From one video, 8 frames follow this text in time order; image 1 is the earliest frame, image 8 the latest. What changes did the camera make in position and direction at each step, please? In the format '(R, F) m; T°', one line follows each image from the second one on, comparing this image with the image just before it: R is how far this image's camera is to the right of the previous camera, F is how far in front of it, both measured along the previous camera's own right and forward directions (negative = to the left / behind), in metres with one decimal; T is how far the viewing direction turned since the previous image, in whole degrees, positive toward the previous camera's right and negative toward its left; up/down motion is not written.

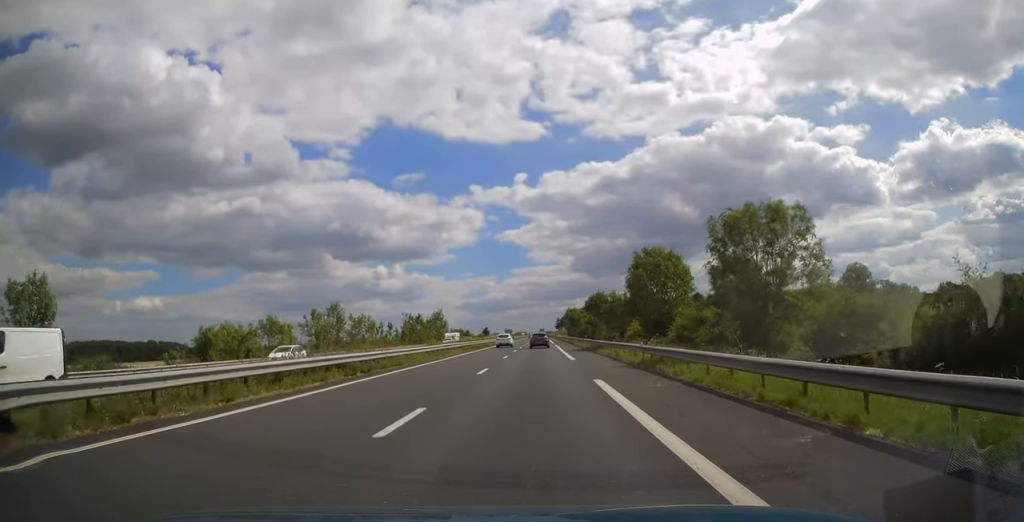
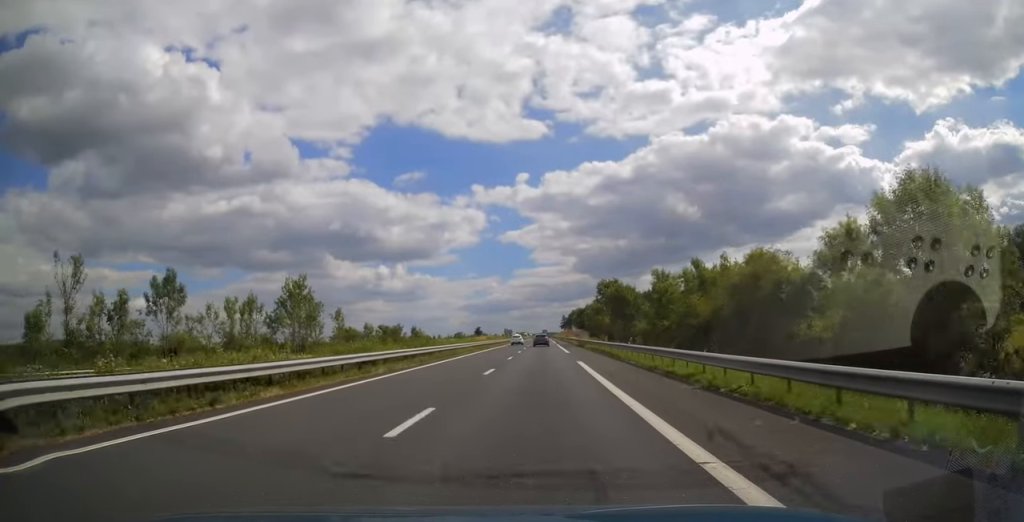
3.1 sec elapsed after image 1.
(-0.3, +91.0) m; 0°
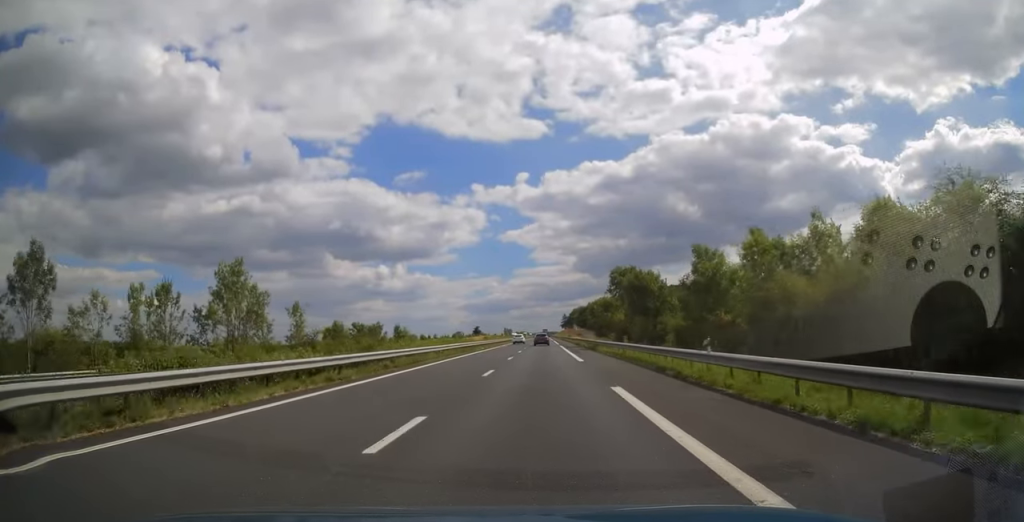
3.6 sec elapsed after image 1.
(0.0, +14.2) m; 0°
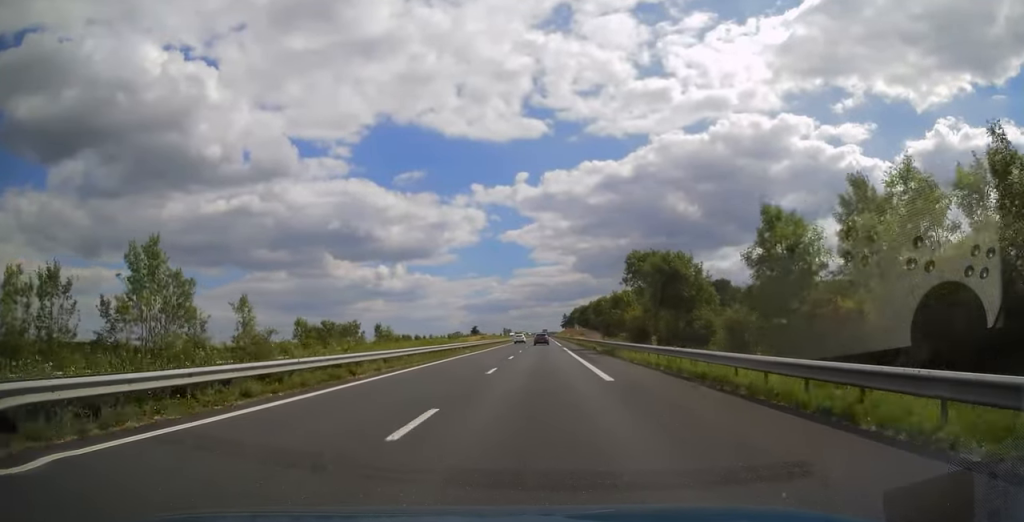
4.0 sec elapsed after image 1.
(0.0, +12.2) m; 0°
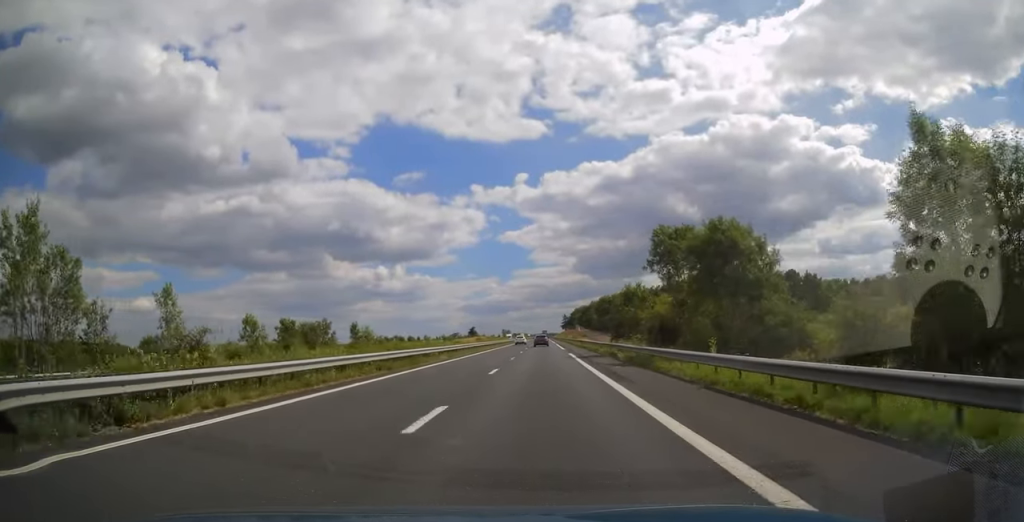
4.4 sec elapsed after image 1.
(0.0, +12.3) m; 0°
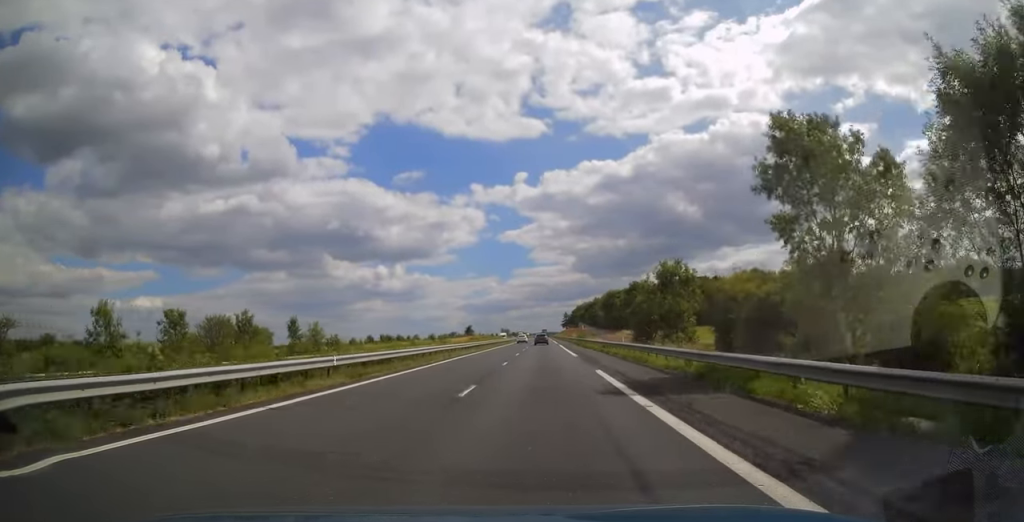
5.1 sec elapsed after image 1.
(-0.1, +21.1) m; 0°
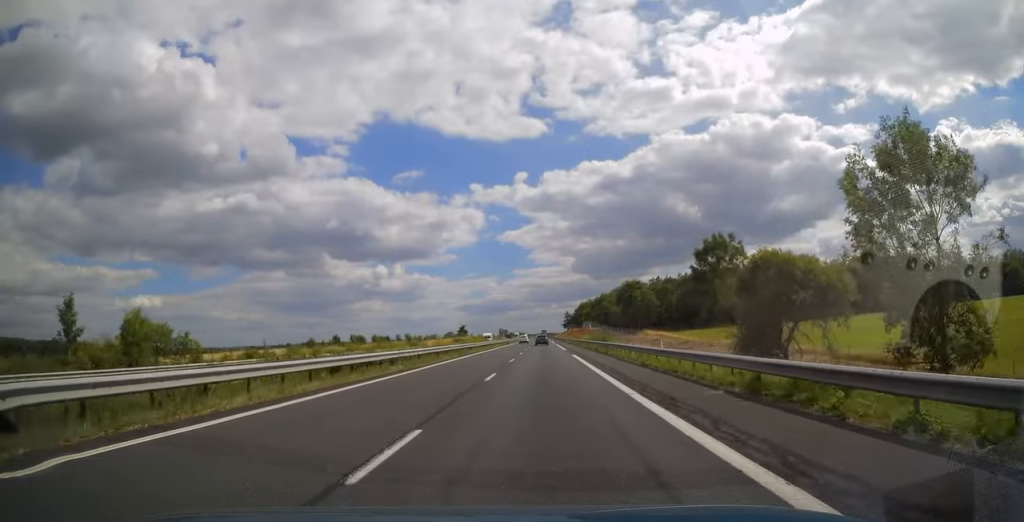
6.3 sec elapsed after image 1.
(+0.2, +33.8) m; 0°
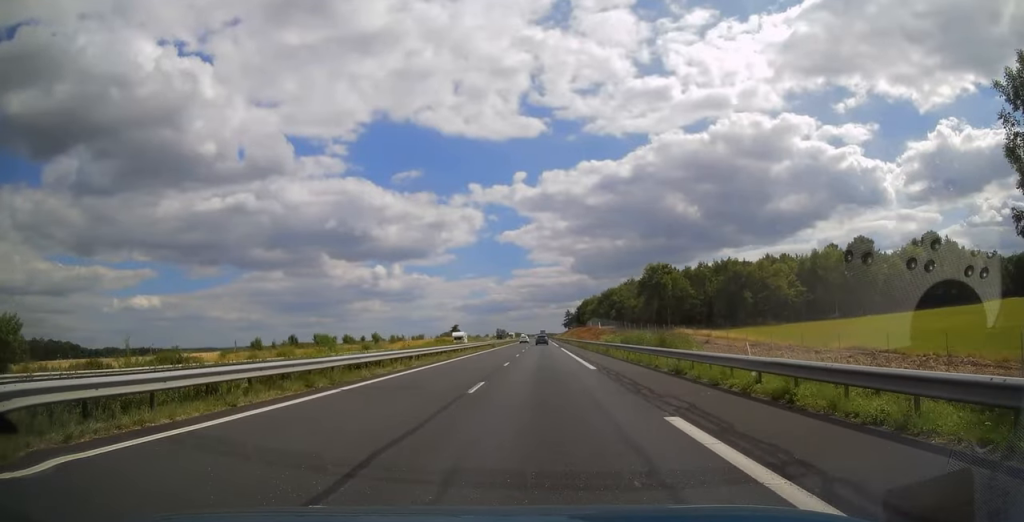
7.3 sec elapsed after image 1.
(0.0, +29.9) m; 0°
